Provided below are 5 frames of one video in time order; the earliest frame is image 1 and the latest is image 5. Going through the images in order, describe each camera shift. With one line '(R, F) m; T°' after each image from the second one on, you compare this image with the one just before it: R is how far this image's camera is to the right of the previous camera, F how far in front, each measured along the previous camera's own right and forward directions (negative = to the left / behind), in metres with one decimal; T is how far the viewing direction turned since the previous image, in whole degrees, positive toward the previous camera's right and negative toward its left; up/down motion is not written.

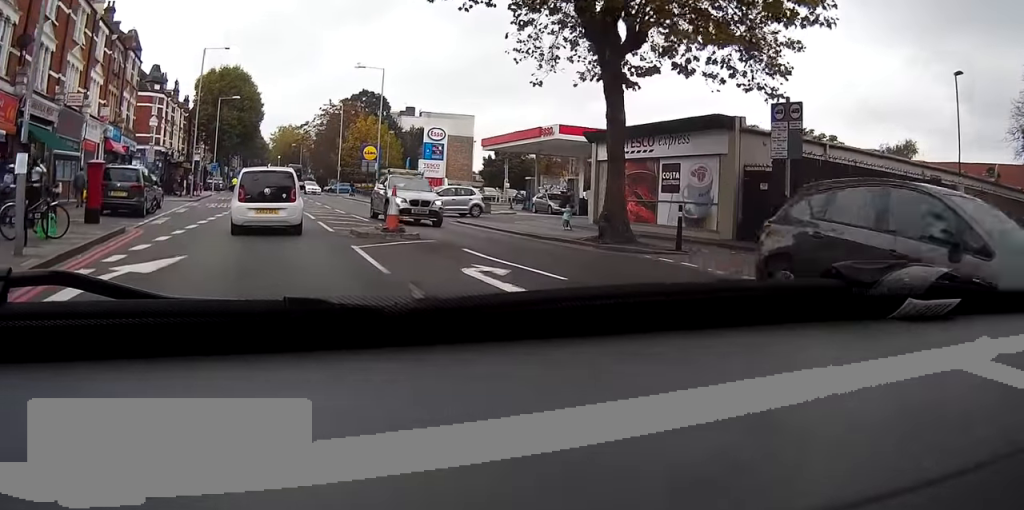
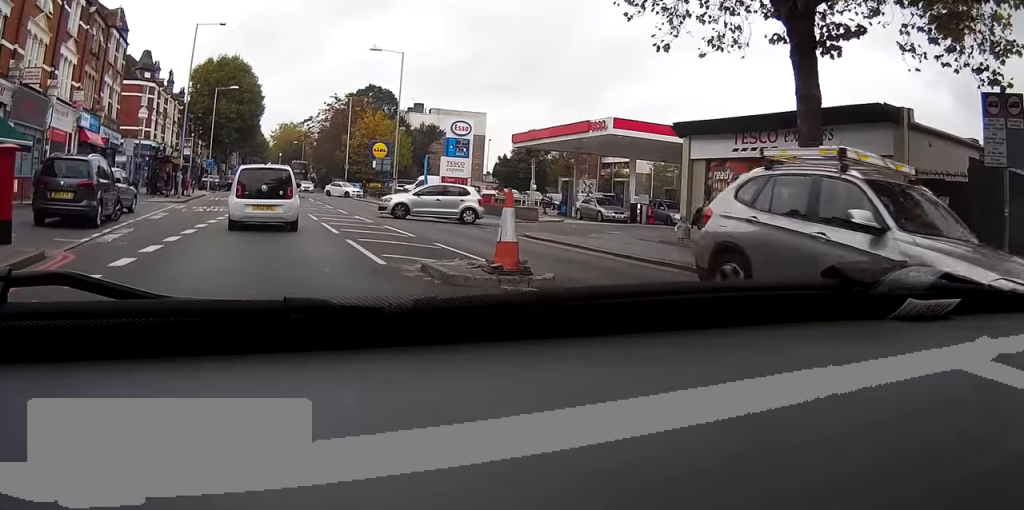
(-0.5, +7.4) m; -3°
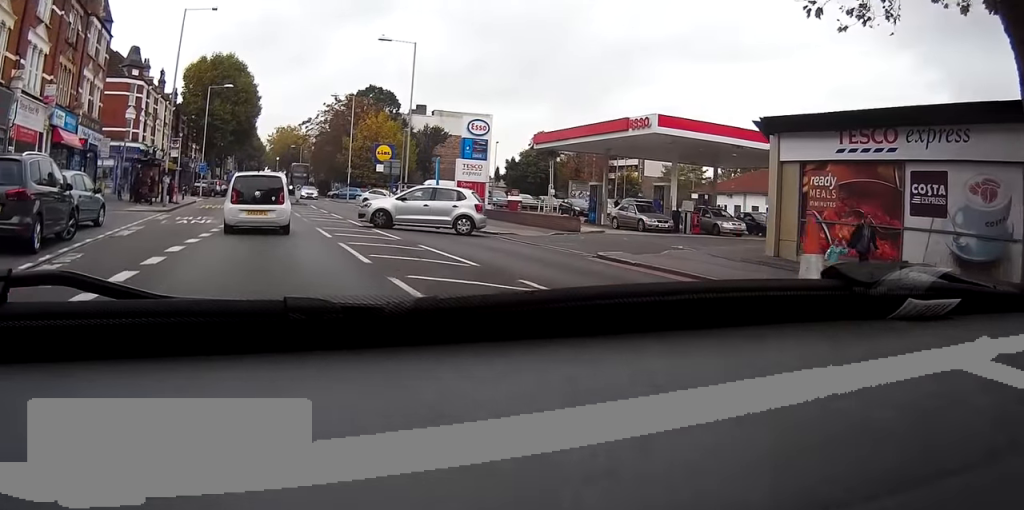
(0.0, +5.5) m; +1°
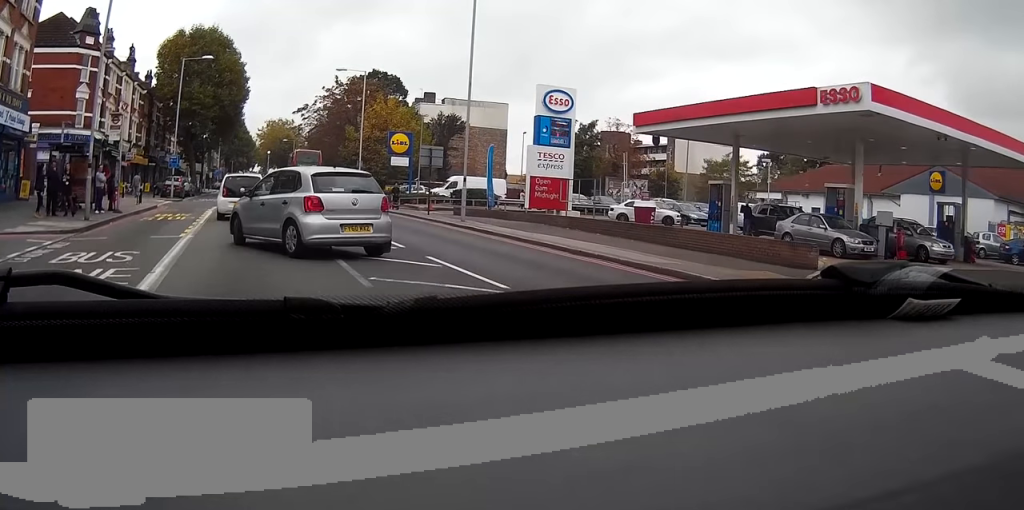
(+0.4, +15.1) m; +3°
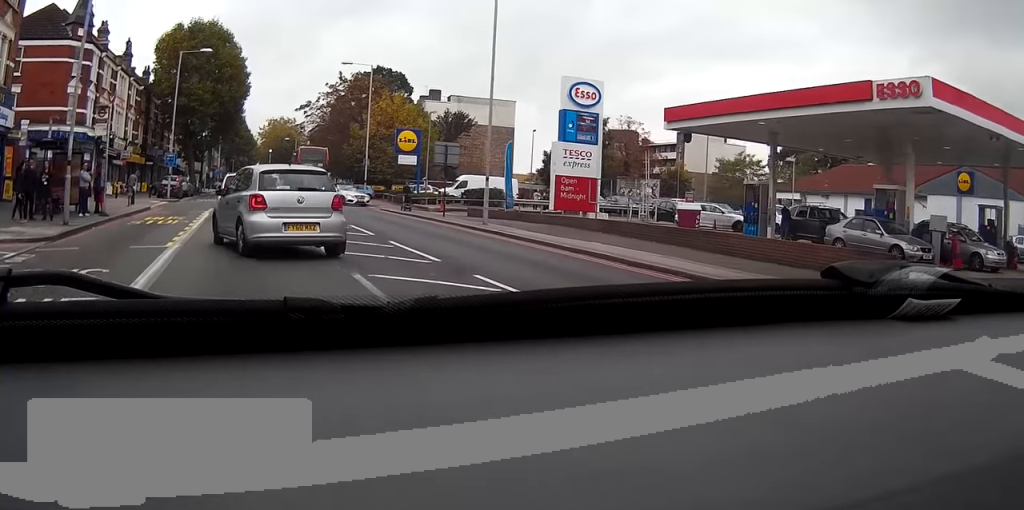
(0.0, +2.8) m; +1°
